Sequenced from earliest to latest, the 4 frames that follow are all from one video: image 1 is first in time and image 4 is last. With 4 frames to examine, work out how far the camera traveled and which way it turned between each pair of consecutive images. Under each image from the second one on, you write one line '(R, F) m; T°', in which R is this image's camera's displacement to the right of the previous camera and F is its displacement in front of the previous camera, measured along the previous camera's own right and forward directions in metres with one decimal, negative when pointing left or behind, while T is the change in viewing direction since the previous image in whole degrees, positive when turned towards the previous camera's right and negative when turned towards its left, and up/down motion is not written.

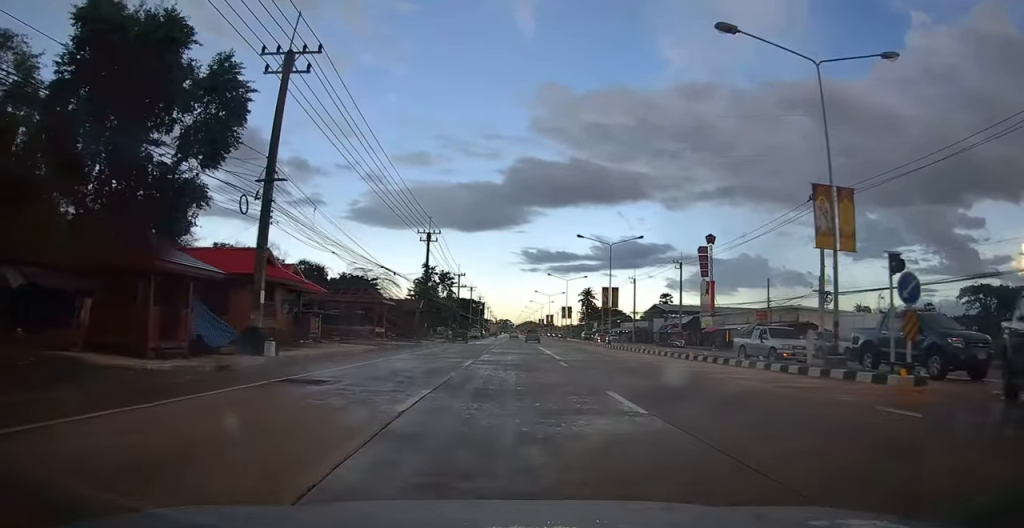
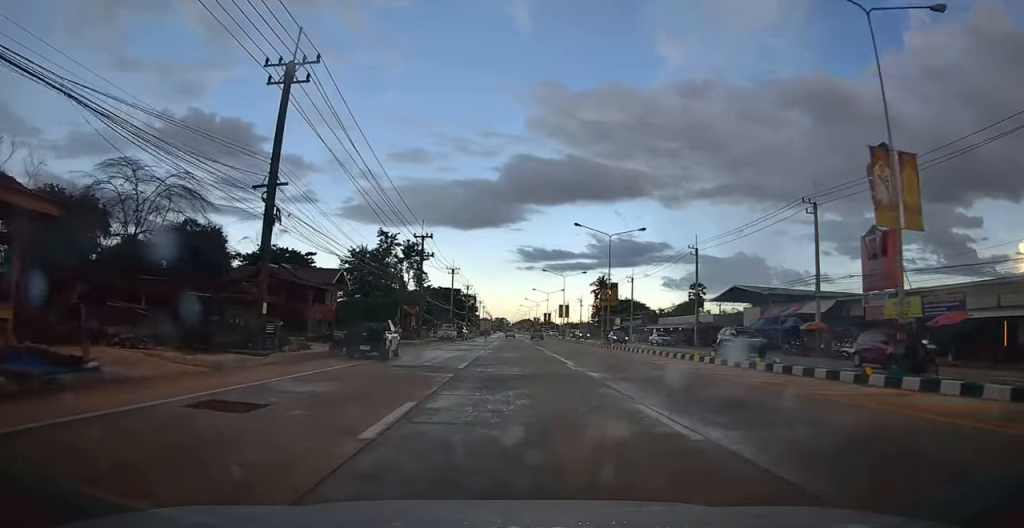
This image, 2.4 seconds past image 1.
(+0.8, +38.0) m; -1°
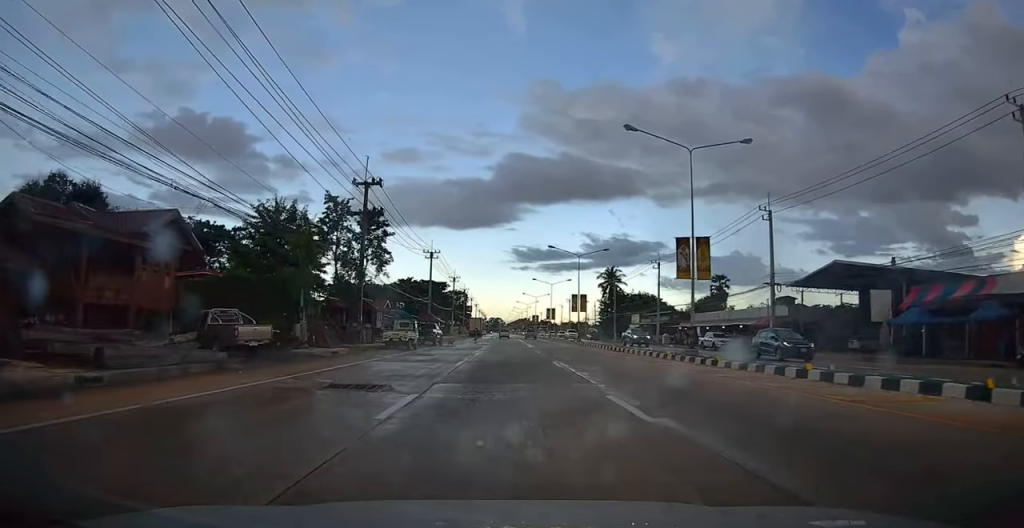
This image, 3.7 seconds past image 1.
(+0.1, +22.2) m; +2°
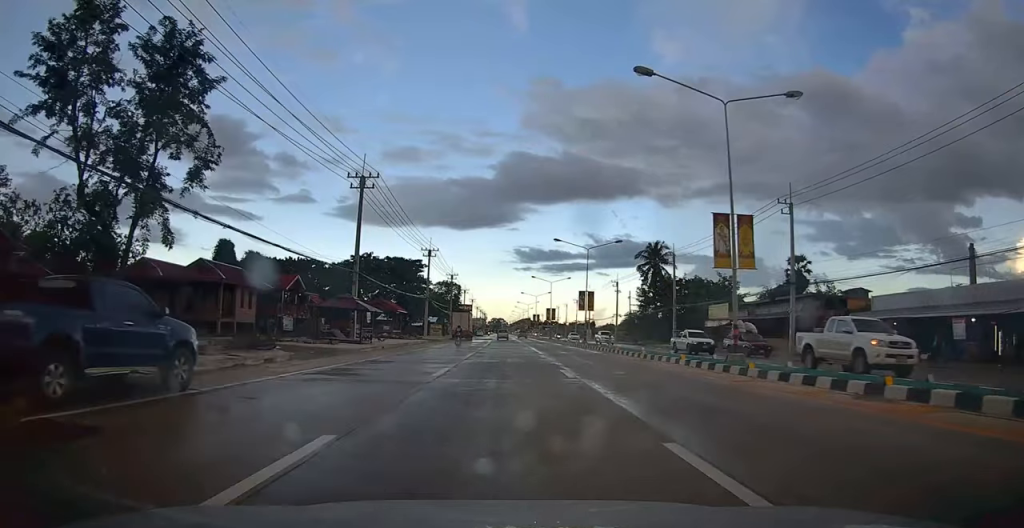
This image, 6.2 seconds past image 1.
(+0.3, +40.0) m; 0°
